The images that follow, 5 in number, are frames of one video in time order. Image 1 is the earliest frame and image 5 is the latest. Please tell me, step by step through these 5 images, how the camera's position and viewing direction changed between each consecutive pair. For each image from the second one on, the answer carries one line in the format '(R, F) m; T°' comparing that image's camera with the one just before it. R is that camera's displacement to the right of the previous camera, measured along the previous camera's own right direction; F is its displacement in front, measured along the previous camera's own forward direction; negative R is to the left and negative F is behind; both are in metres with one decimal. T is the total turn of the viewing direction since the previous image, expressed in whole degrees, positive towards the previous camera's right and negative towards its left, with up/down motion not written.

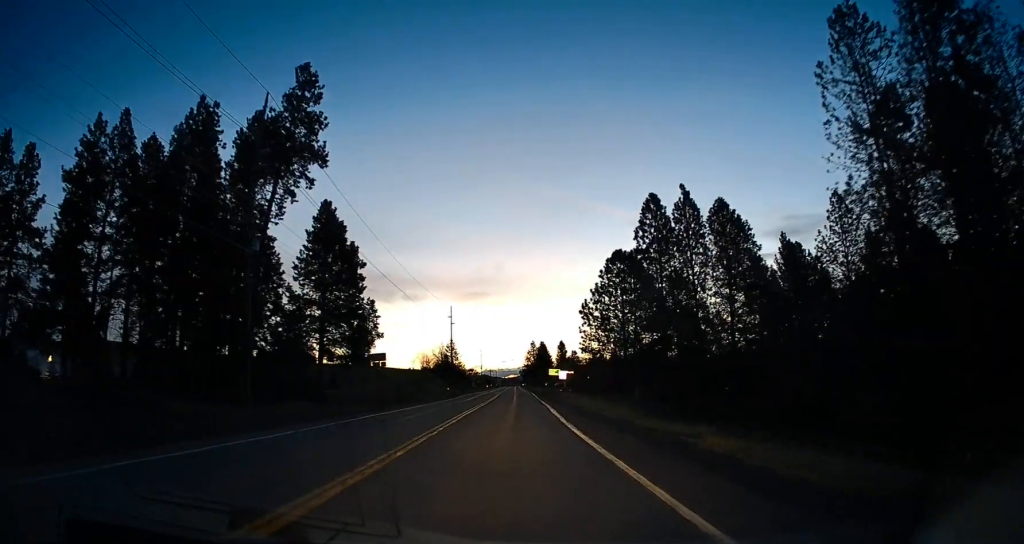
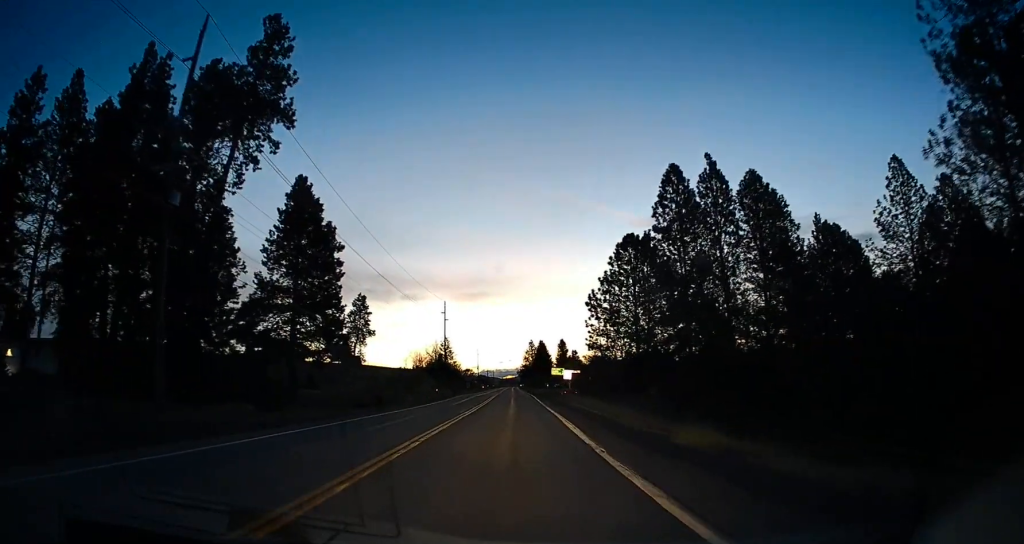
(-0.1, +9.9) m; +1°
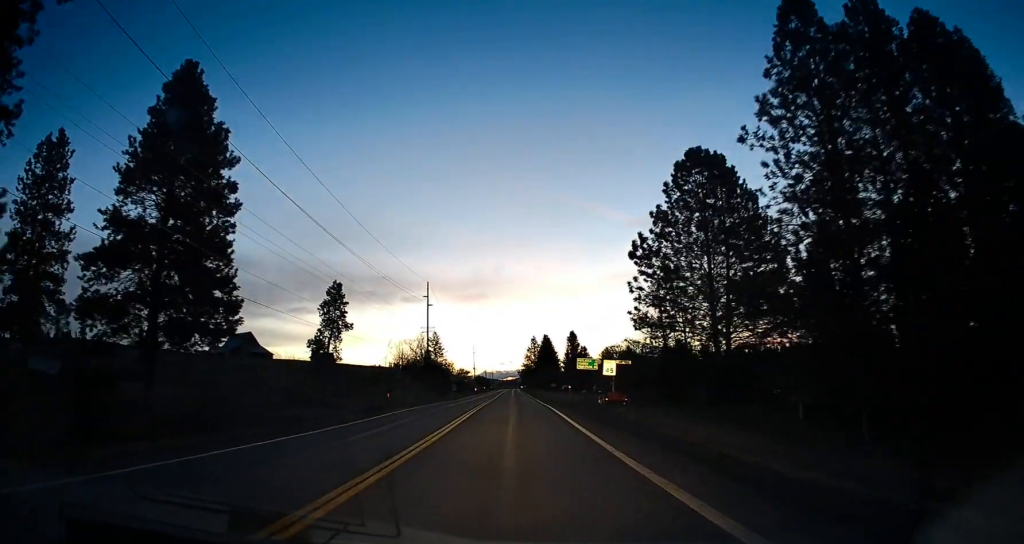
(+0.4, +30.7) m; 0°
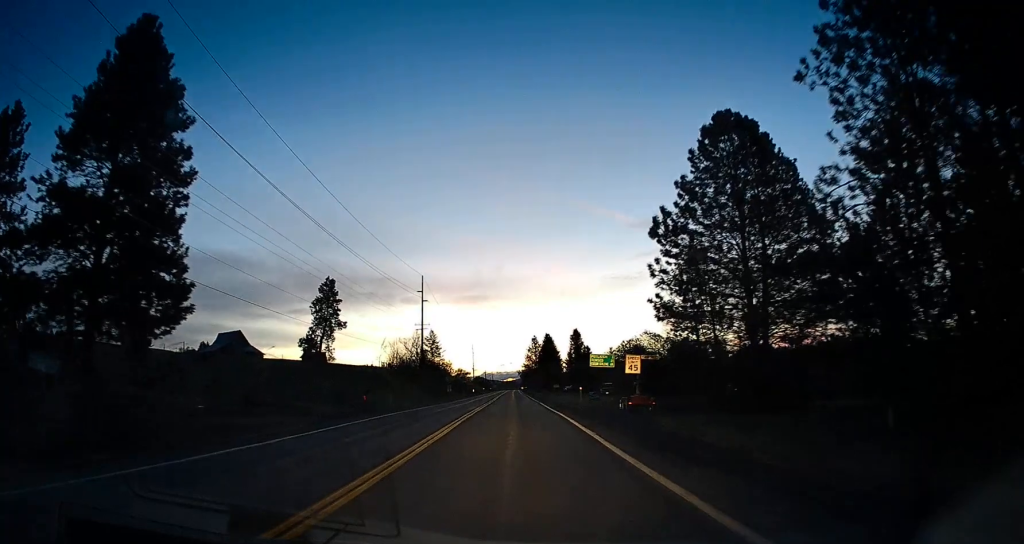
(-0.2, +7.4) m; -1°
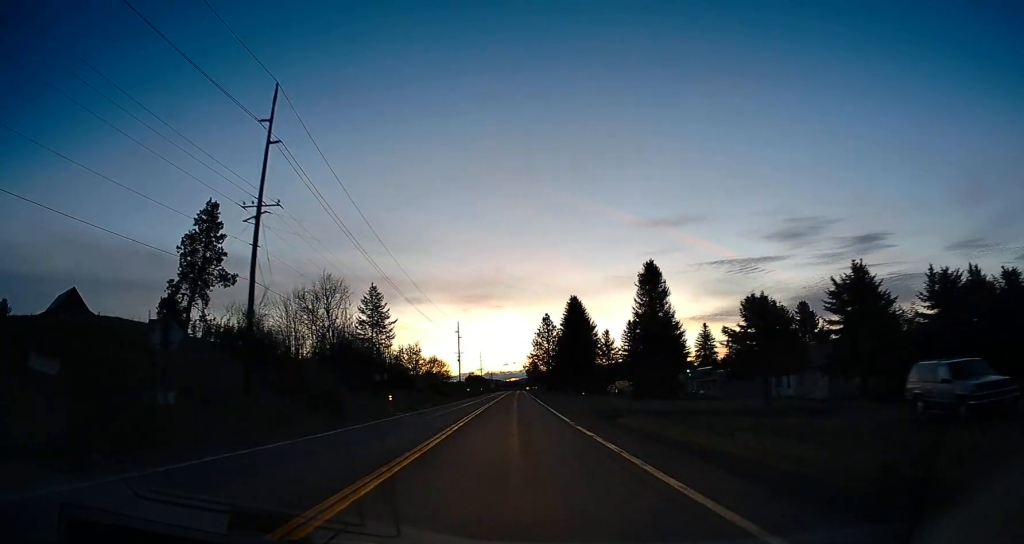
(+1.7, +68.7) m; +1°
